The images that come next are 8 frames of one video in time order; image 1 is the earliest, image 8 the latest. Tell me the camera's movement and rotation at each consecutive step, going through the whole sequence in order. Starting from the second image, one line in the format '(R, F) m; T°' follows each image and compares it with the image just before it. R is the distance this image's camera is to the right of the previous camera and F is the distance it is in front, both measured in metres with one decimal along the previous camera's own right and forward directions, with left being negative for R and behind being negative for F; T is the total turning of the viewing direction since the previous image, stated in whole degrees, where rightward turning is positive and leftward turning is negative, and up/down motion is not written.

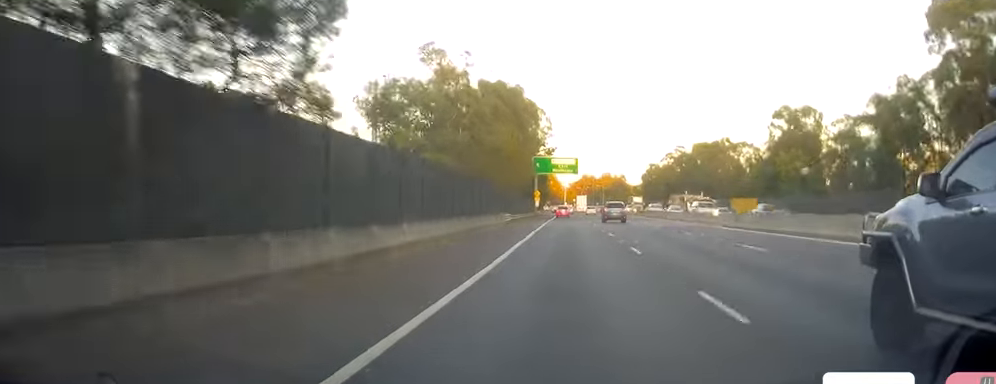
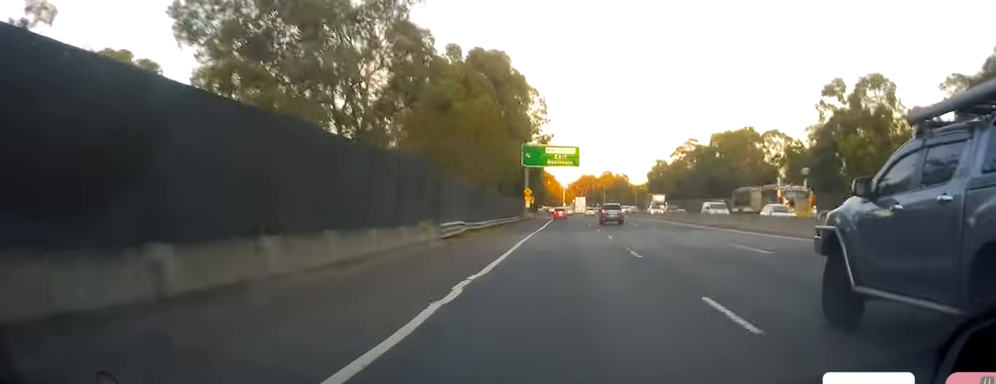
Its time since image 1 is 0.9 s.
(+0.2, +23.9) m; 0°
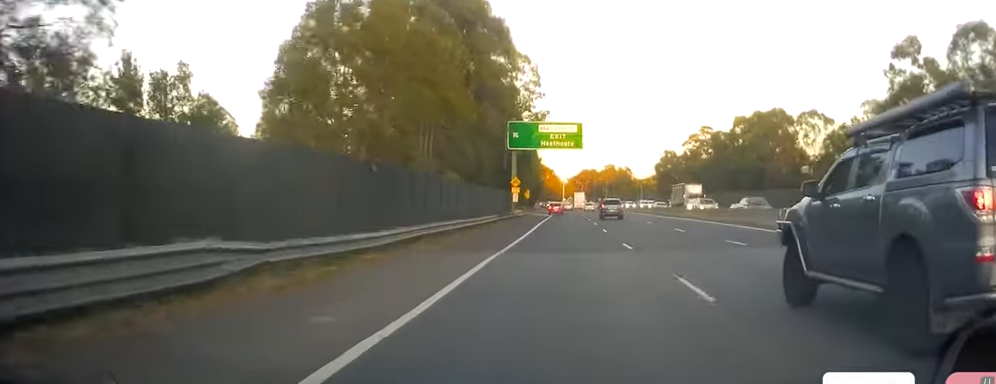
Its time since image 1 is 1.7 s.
(+0.1, +21.3) m; 0°
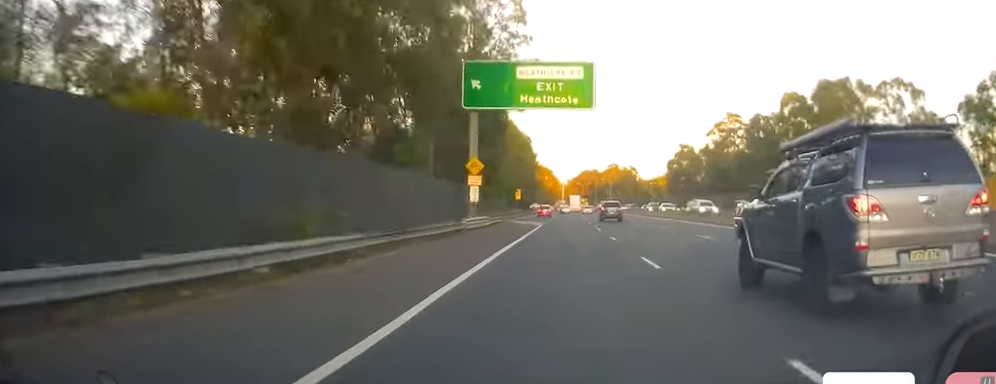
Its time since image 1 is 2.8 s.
(-0.4, +30.4) m; 0°
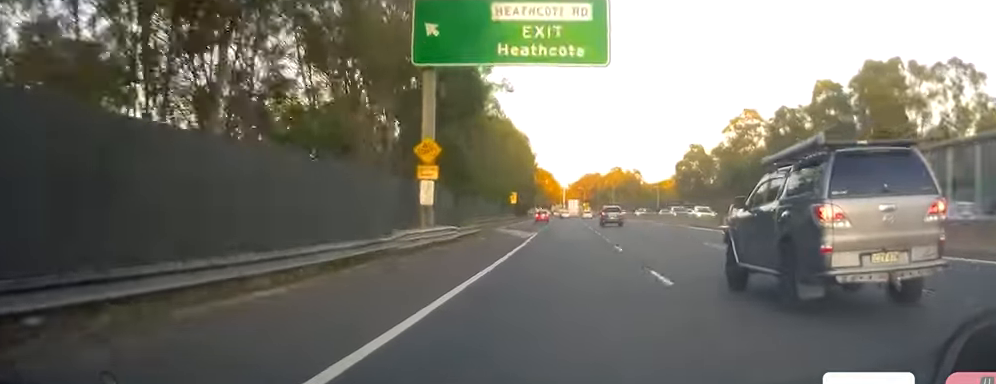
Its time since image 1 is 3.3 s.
(+0.1, +13.5) m; +1°
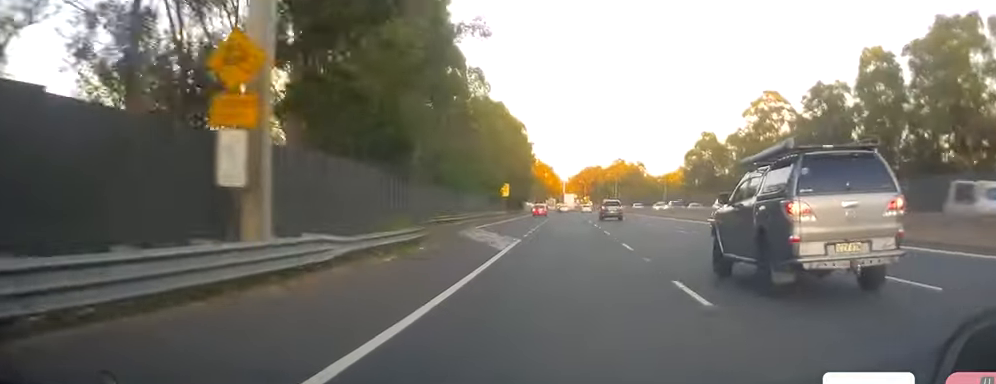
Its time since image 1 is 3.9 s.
(+0.1, +15.3) m; 0°
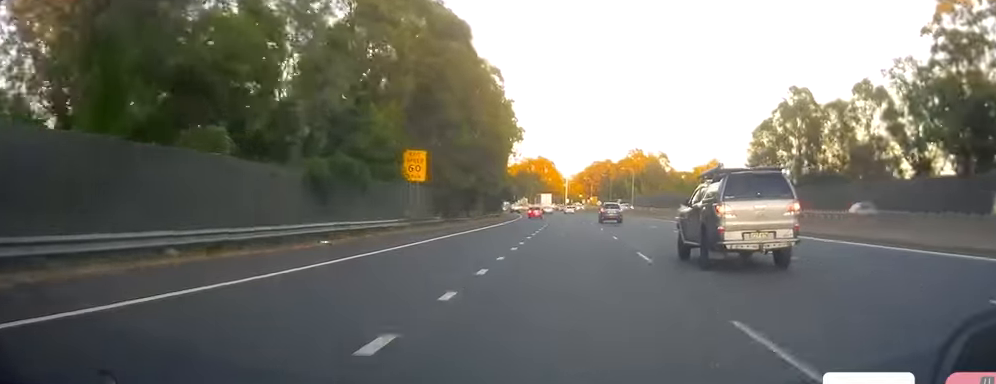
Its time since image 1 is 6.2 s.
(-1.2, +63.2) m; -2°
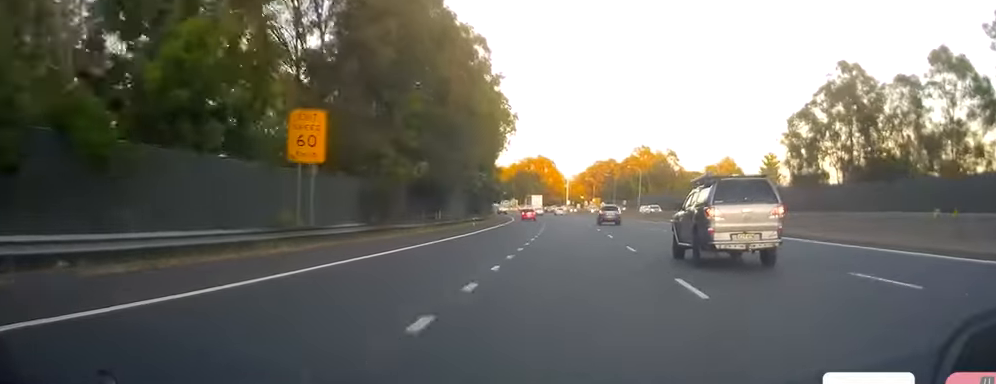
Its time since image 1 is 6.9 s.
(+0.2, +18.2) m; 0°
